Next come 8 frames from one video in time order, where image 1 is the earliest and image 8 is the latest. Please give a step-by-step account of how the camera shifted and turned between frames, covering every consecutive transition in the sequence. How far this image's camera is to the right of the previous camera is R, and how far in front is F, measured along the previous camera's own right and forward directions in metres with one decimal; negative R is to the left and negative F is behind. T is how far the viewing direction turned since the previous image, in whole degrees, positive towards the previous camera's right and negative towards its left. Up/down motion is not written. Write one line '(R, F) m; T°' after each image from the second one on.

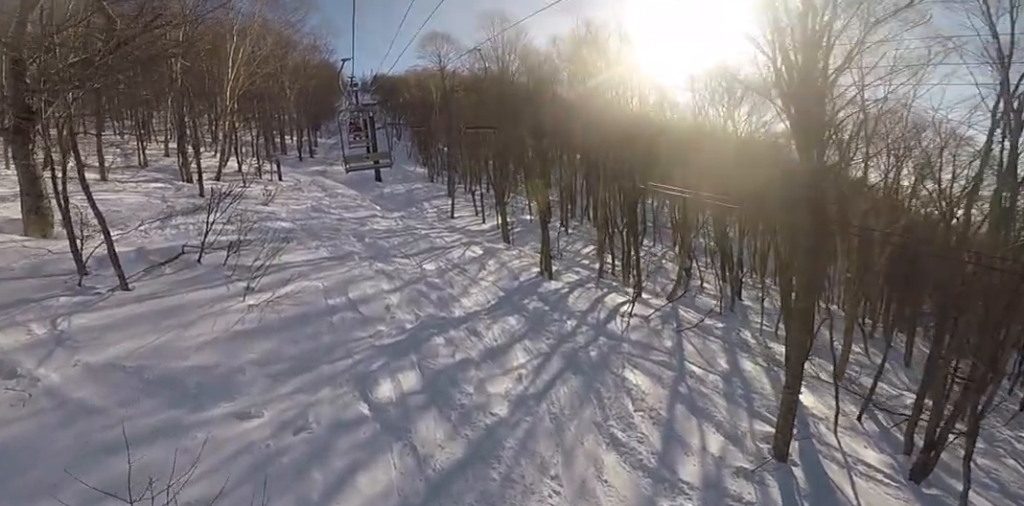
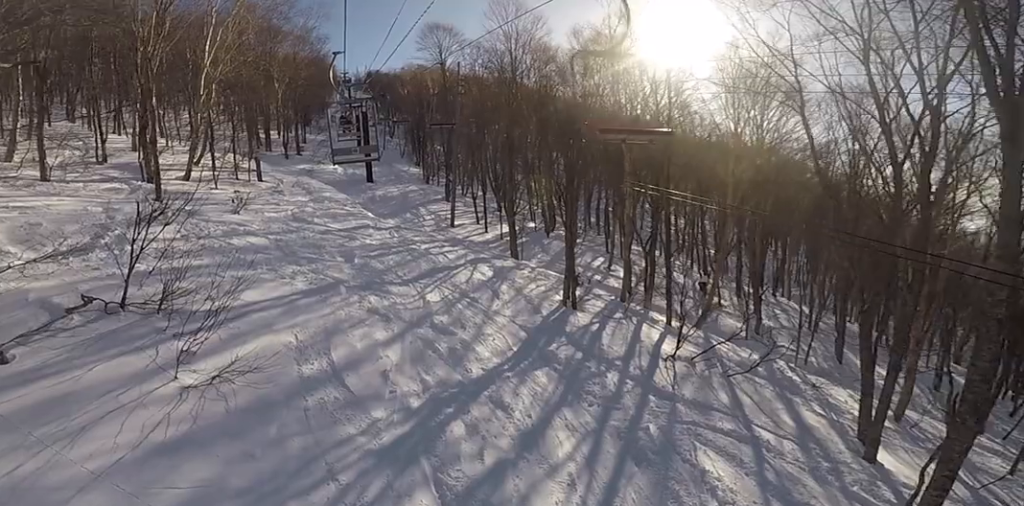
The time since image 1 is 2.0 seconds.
(-0.1, +4.0) m; -1°
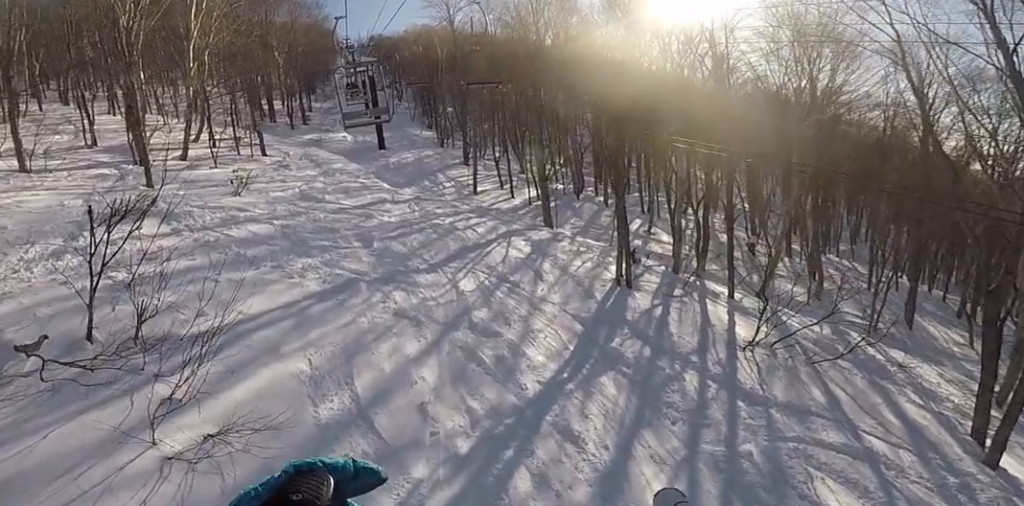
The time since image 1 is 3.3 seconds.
(0.0, +2.6) m; 0°
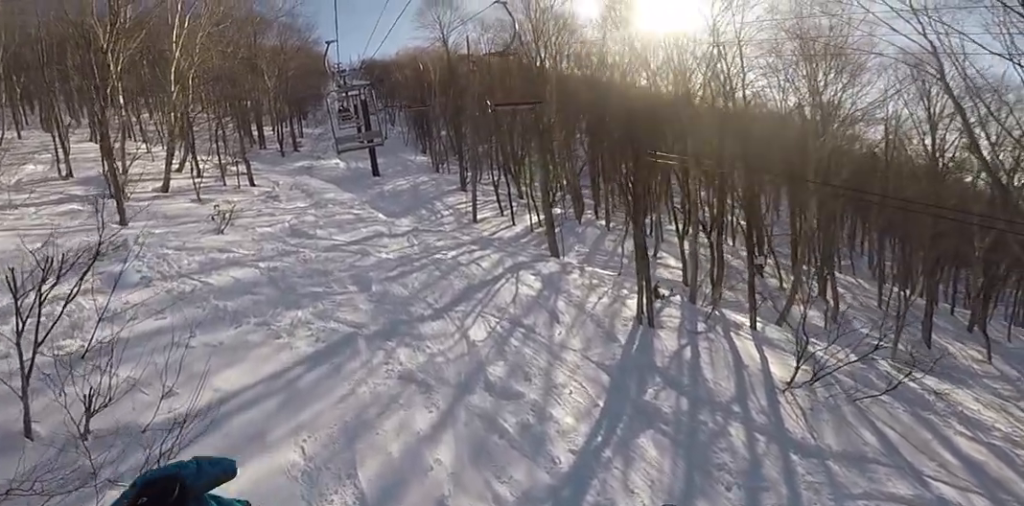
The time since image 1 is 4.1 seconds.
(0.0, +1.7) m; 0°
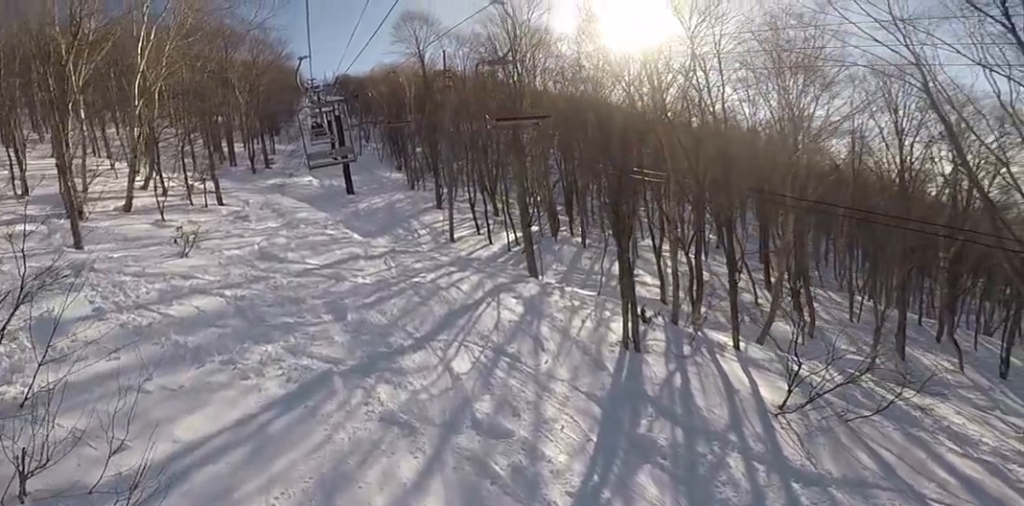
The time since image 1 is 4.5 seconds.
(0.0, +0.8) m; 0°
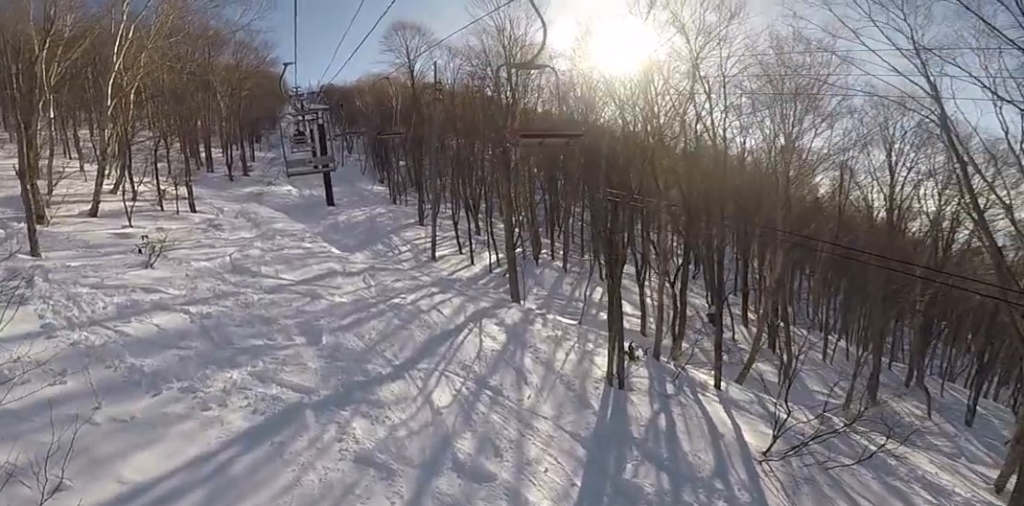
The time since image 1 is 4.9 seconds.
(0.0, +0.7) m; 0°
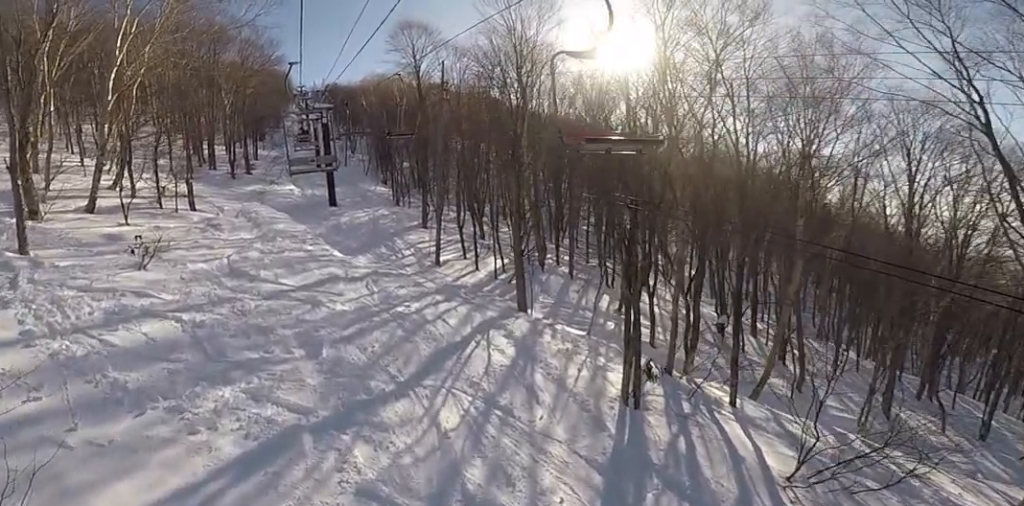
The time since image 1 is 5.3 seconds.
(0.0, +0.8) m; 0°
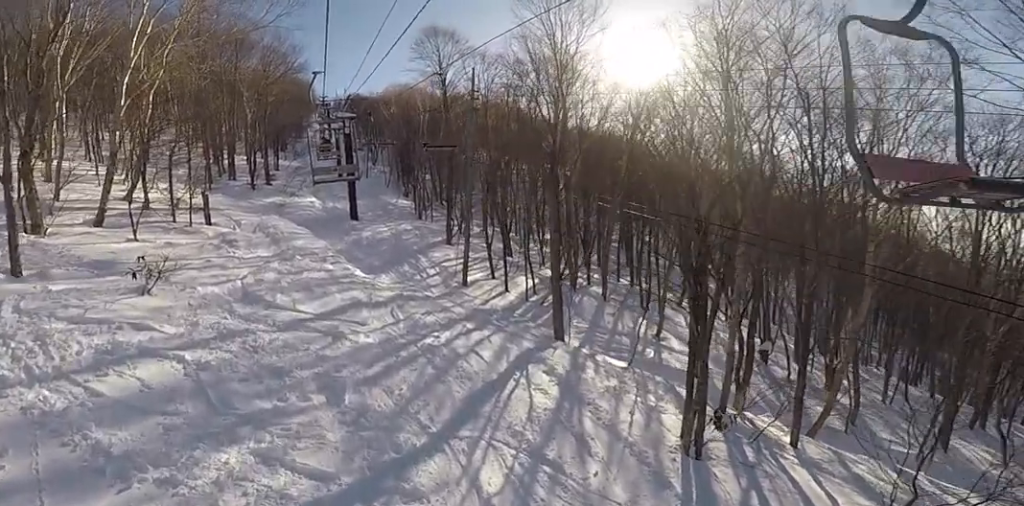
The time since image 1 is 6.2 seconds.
(0.0, +1.6) m; 0°
